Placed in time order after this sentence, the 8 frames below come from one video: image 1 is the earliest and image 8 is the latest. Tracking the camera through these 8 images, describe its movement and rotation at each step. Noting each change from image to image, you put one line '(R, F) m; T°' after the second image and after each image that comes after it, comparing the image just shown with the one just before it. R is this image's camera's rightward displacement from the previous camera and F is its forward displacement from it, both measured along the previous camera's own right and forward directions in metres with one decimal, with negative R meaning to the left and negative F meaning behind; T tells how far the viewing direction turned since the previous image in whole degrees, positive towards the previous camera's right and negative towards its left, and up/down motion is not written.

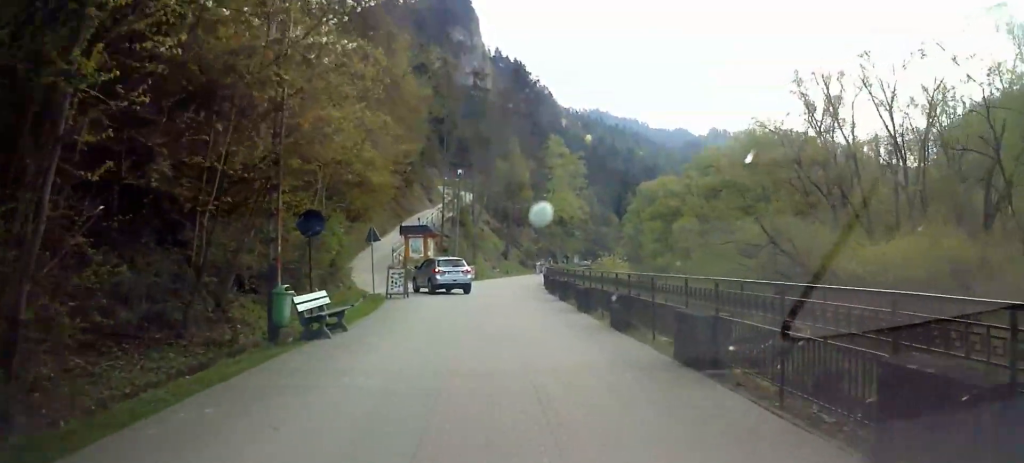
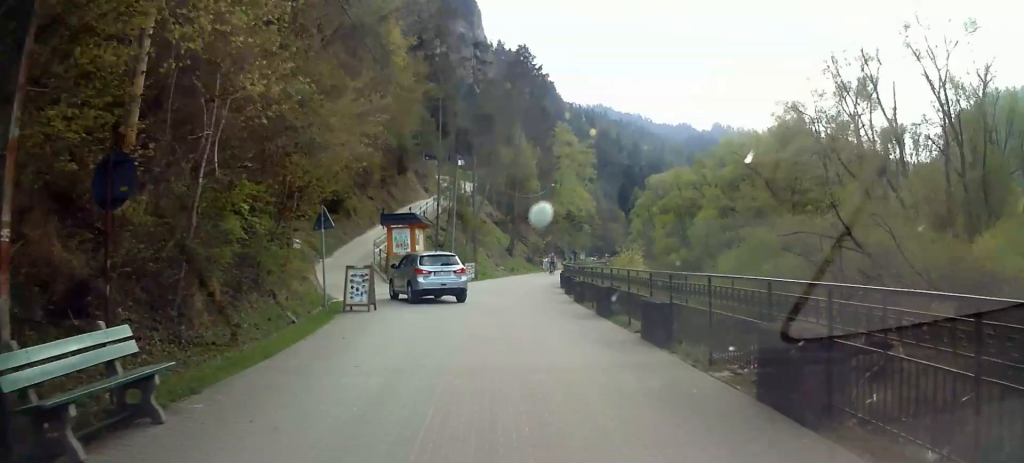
(-0.3, +8.4) m; -1°
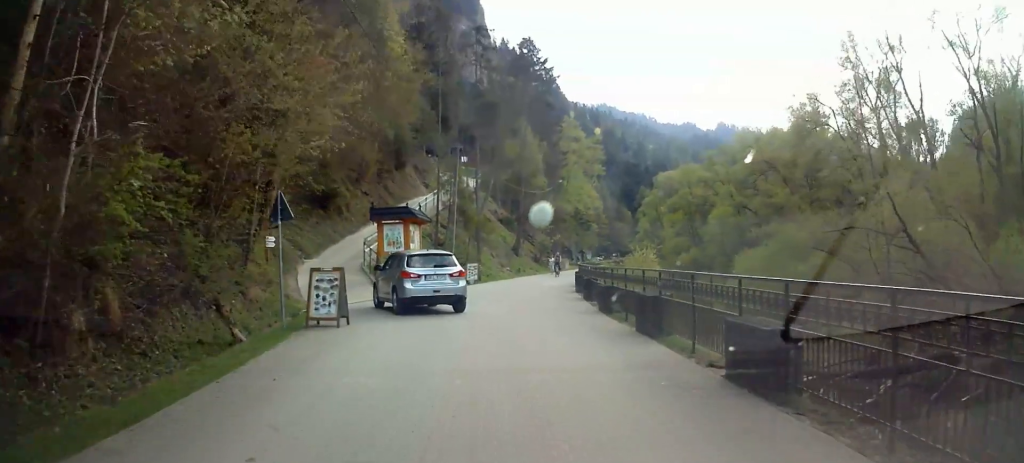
(-0.1, +4.6) m; 0°
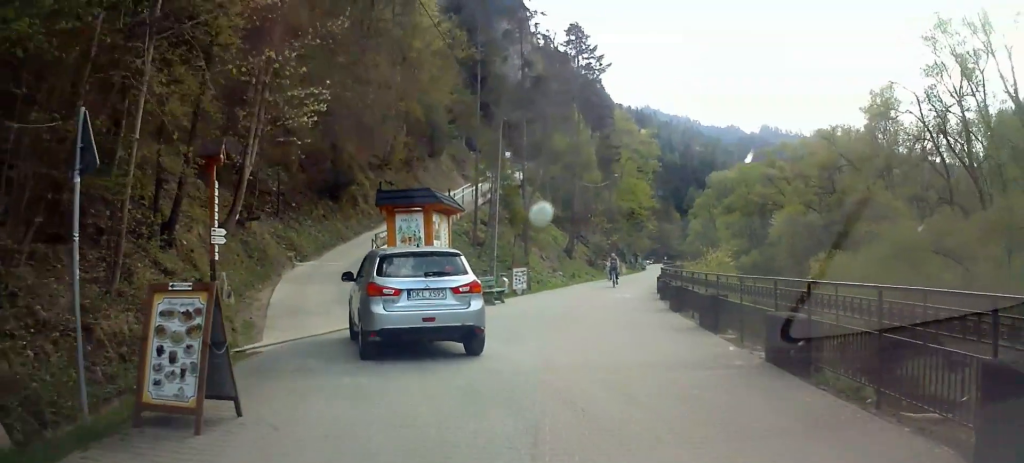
(+0.2, +10.2) m; +1°
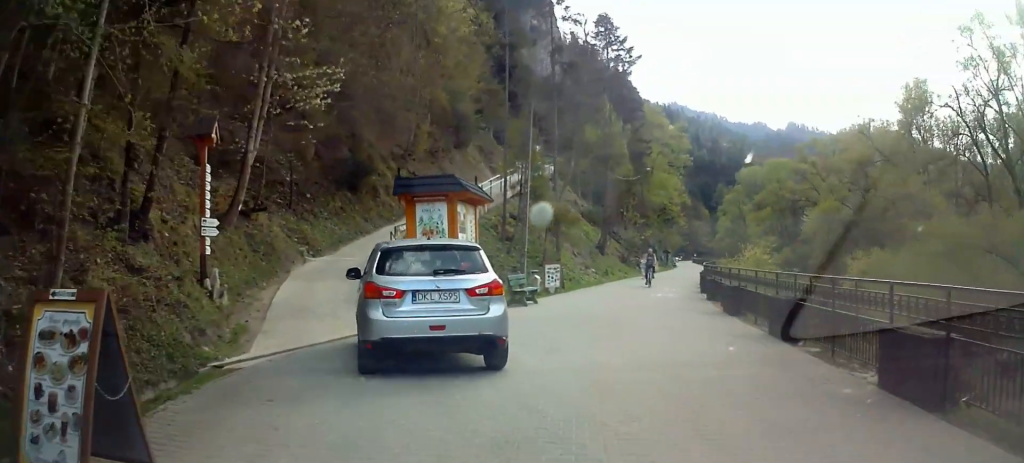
(0.0, +2.6) m; +1°
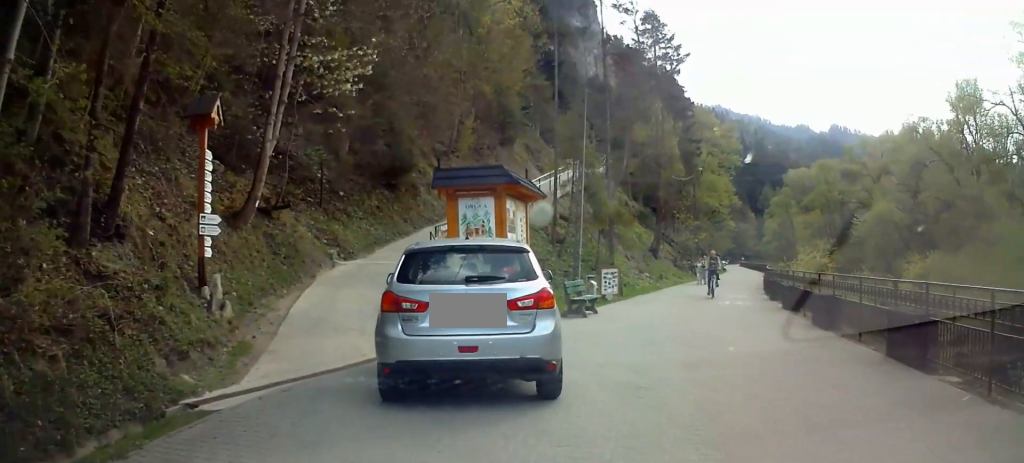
(+0.1, +4.0) m; +2°
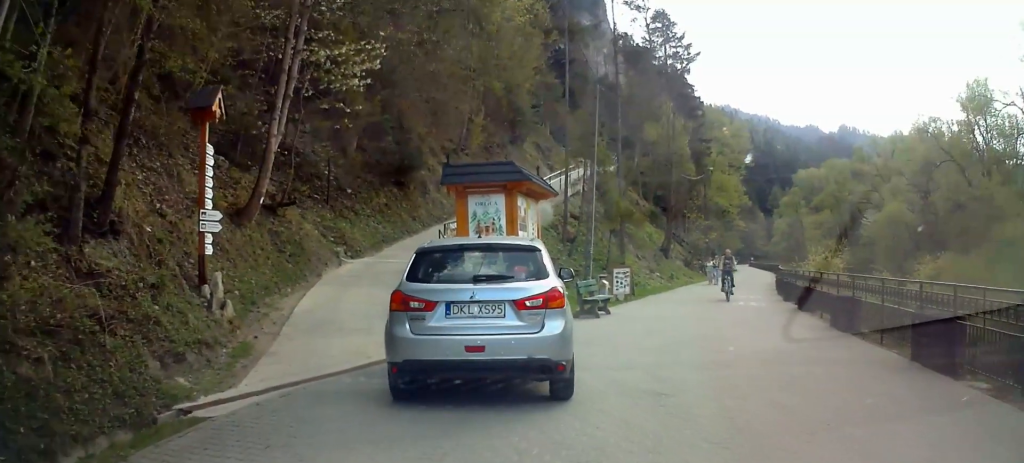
(0.0, +1.4) m; 0°
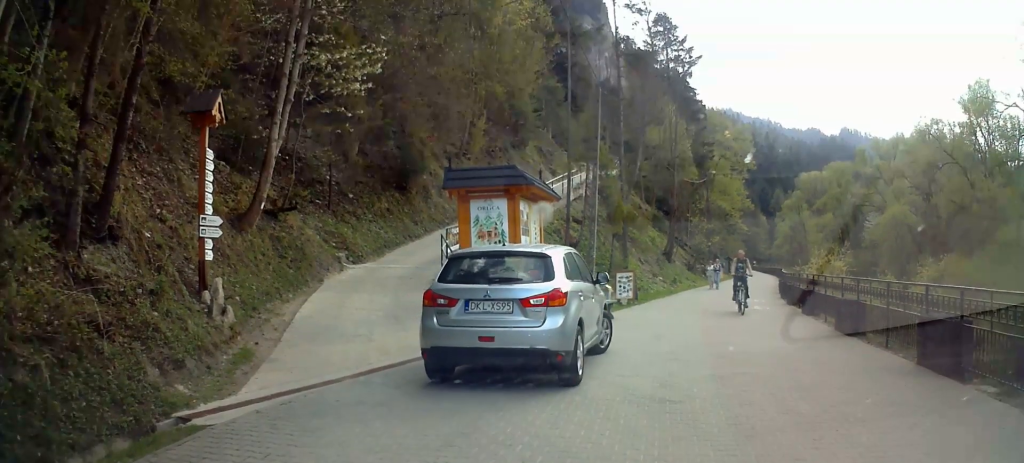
(0.0, +3.1) m; 0°
